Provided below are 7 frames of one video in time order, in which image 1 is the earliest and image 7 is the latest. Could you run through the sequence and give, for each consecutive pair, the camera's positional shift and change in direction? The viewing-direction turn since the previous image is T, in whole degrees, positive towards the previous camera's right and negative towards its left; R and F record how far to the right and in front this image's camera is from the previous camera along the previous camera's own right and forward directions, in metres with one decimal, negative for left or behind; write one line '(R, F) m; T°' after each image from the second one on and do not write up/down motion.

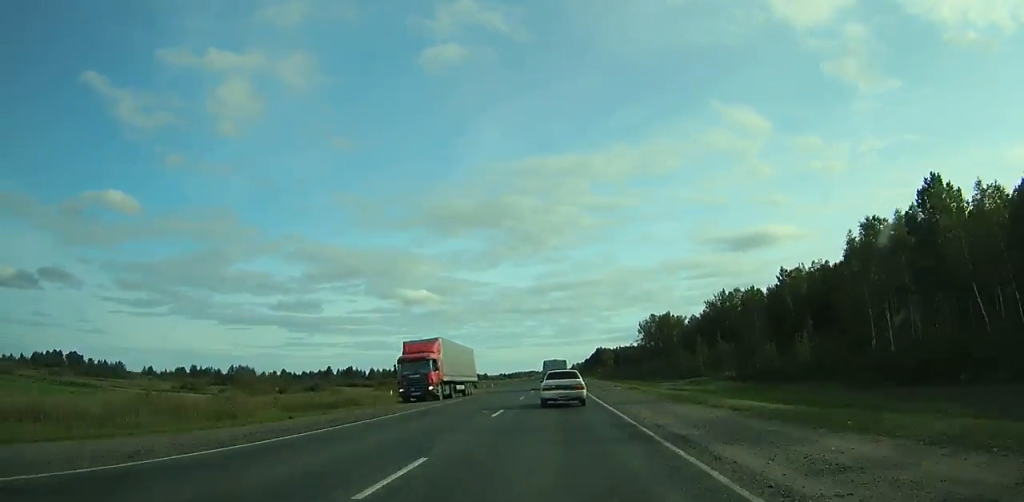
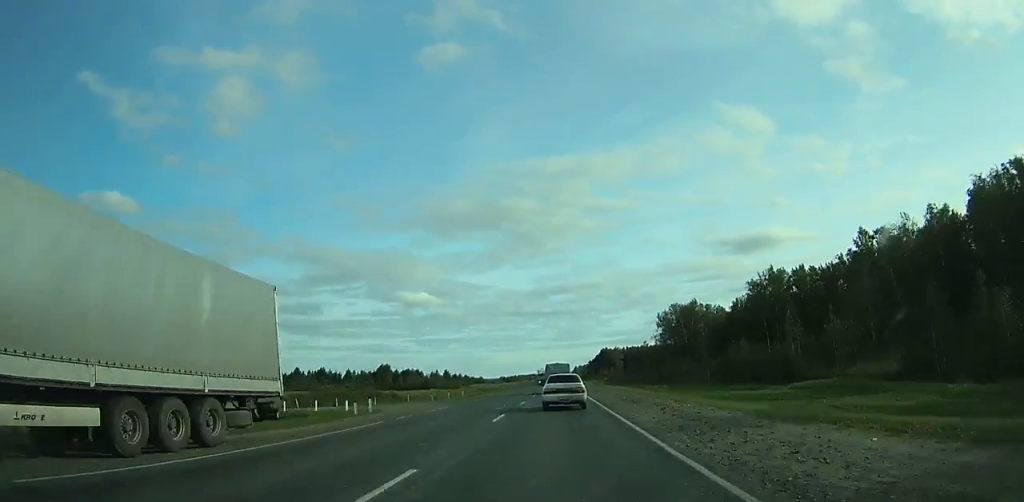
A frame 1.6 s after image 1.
(0.0, +36.9) m; 0°
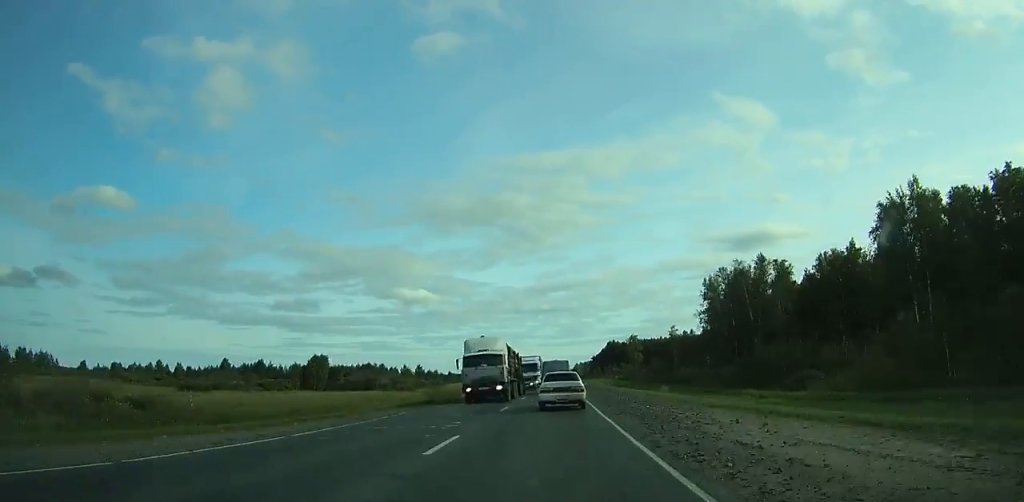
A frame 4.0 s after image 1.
(0.0, +54.6) m; 0°
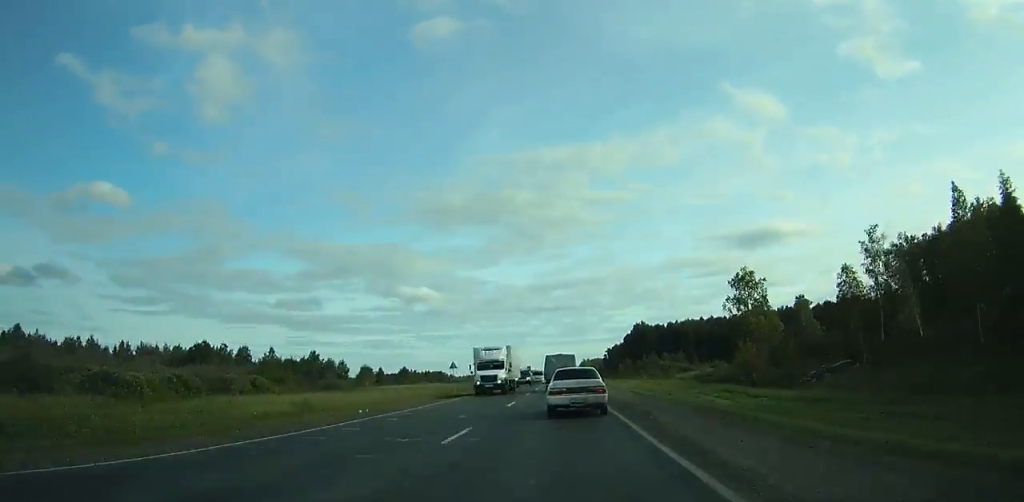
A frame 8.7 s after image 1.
(-2.2, +104.6) m; -2°
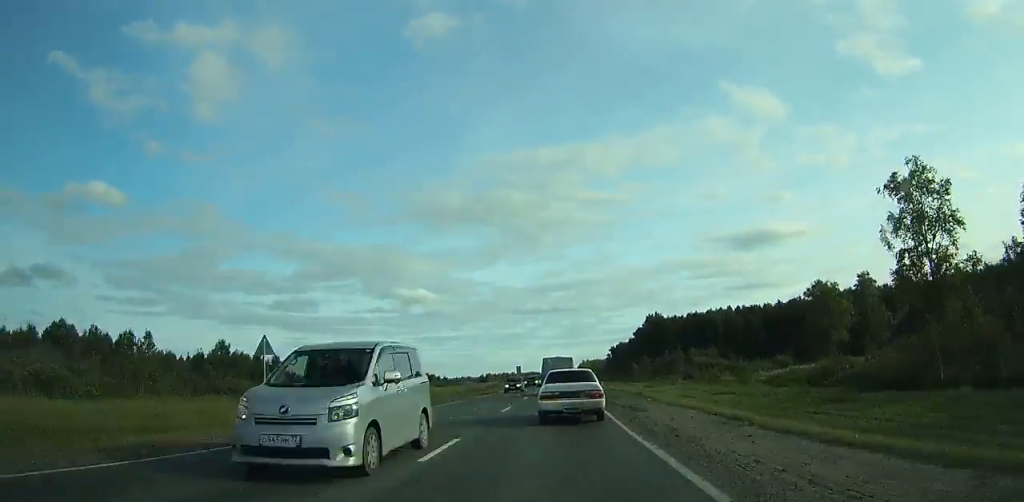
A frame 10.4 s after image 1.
(-2.4, +37.2) m; +1°
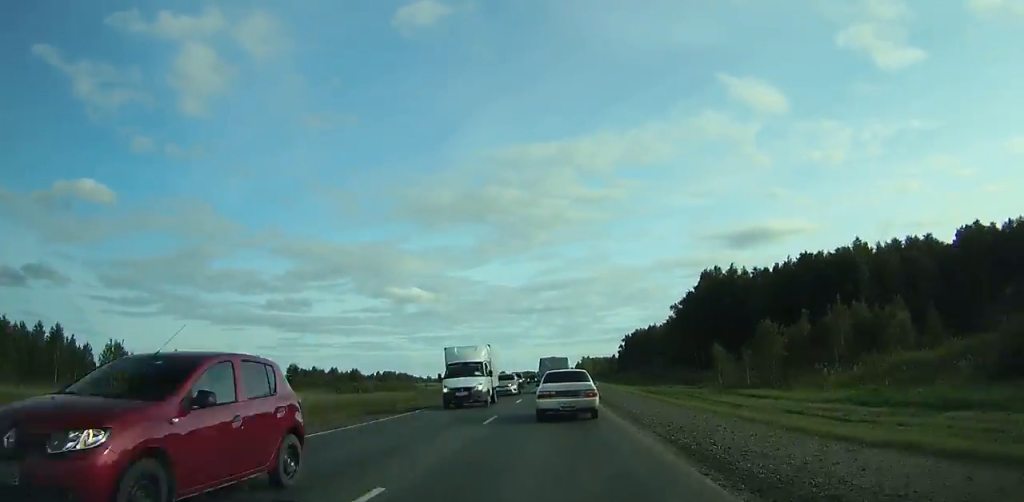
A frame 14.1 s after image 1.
(+6.1, +81.9) m; +3°
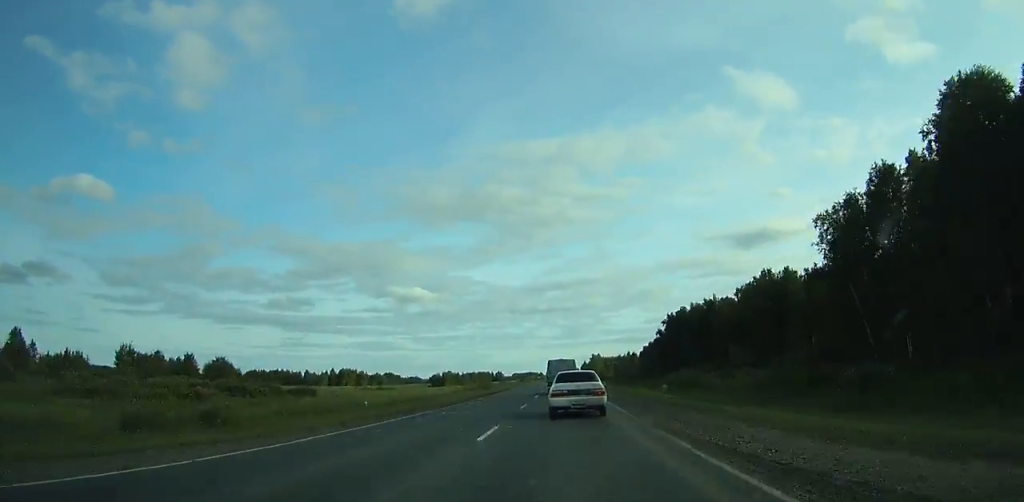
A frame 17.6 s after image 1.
(-3.0, +77.6) m; -3°
